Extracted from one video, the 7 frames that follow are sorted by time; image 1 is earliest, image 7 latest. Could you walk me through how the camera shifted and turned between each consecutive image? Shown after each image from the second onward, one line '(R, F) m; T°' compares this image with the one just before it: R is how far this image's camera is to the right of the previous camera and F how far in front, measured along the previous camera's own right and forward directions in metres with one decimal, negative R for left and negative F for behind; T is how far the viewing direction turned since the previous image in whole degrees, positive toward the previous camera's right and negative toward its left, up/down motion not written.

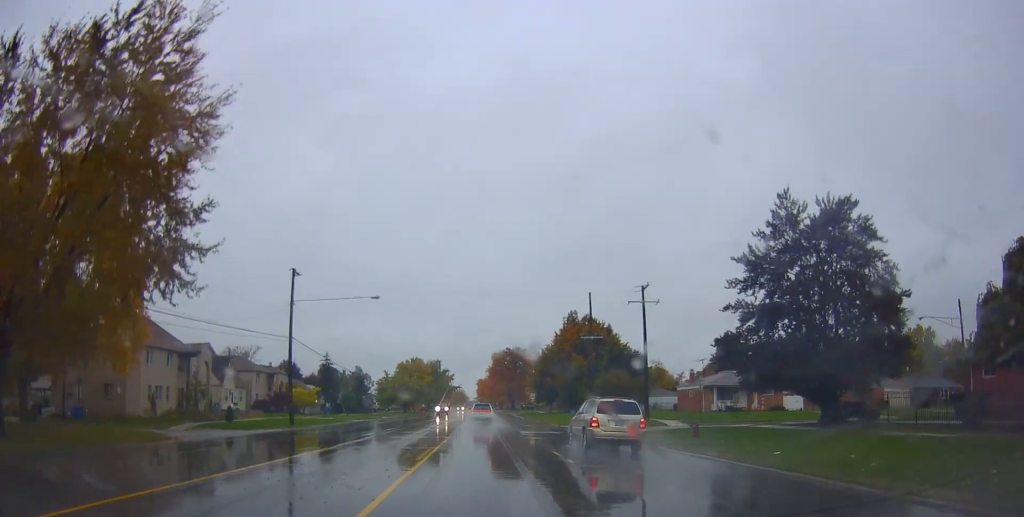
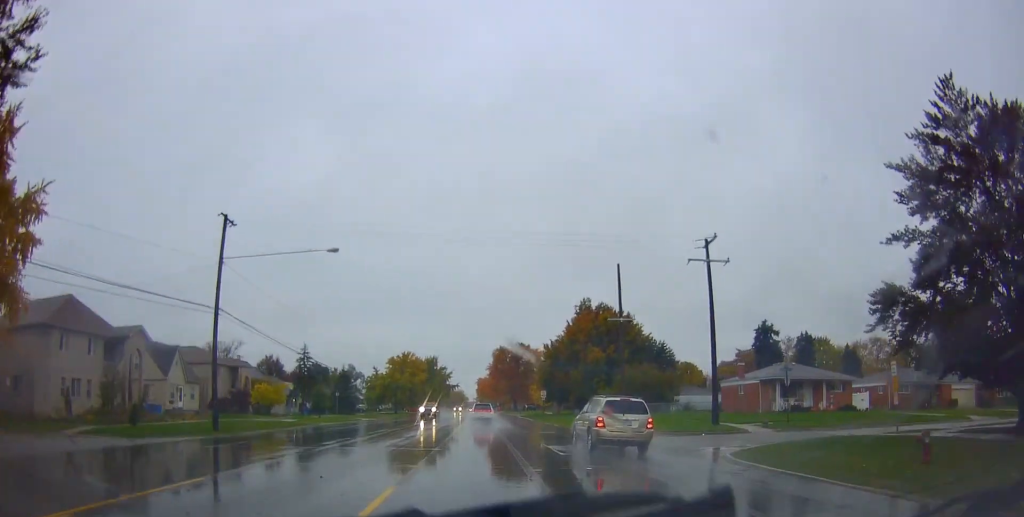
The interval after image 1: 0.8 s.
(-0.2, +13.5) m; -1°
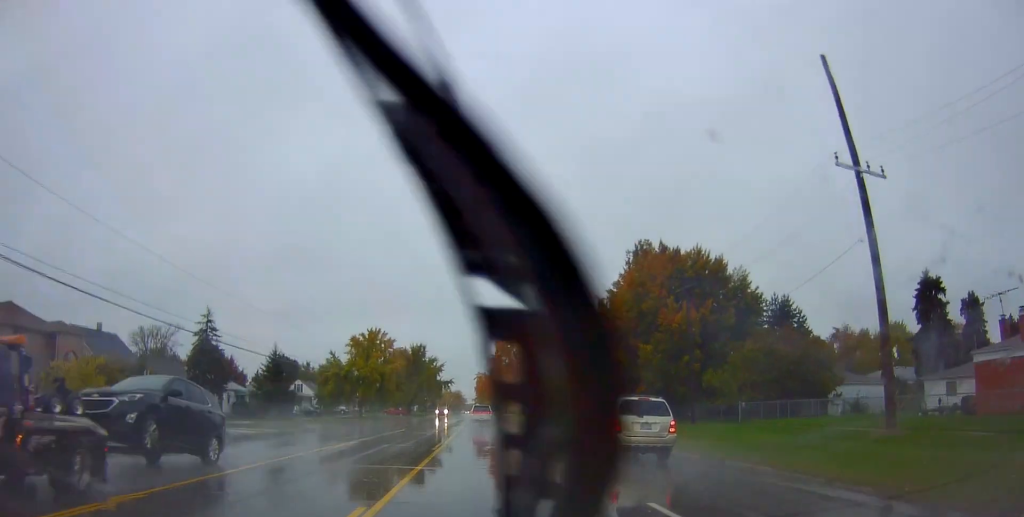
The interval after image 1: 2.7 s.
(+0.7, +35.2) m; +1°
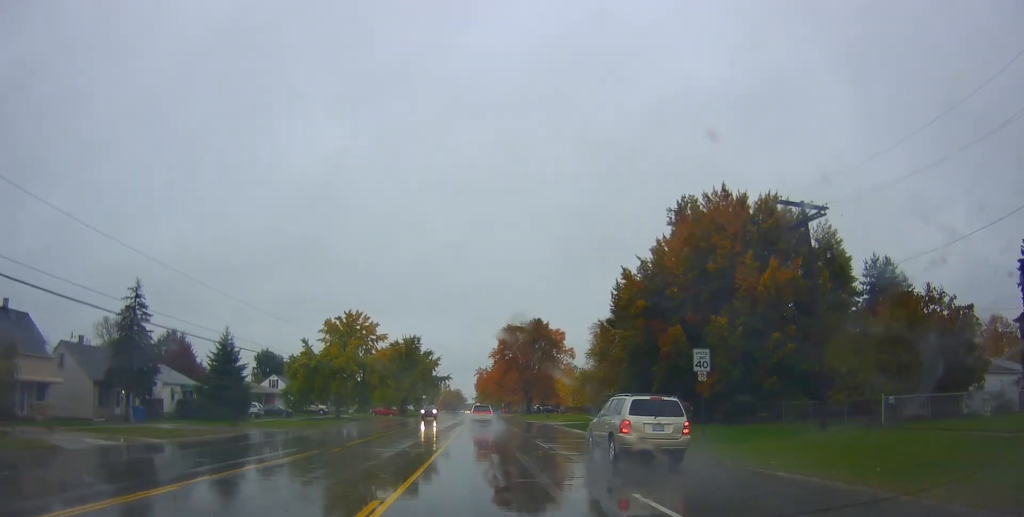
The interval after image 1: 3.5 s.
(-0.7, +14.2) m; 0°
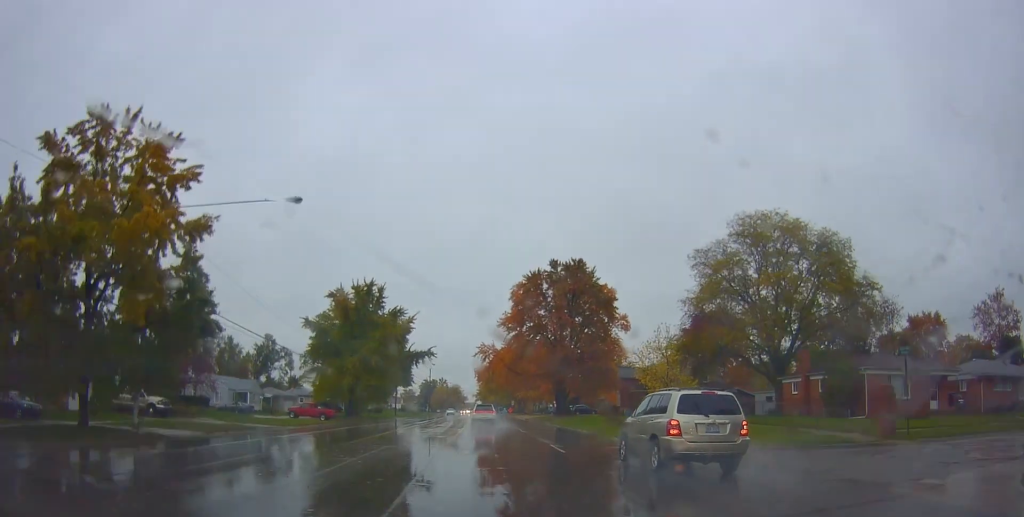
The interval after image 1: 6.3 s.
(+0.3, +48.5) m; 0°
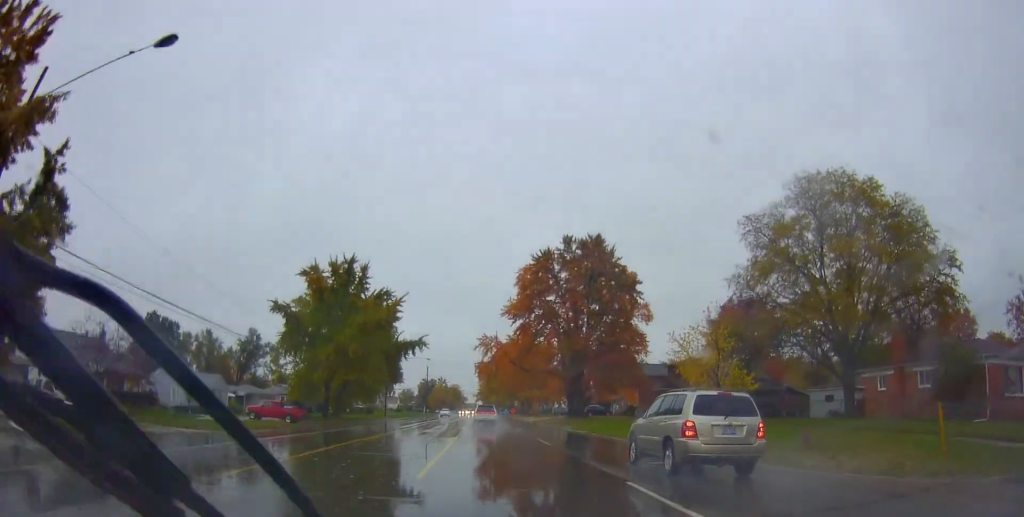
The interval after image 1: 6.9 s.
(+0.1, +11.2) m; +1°
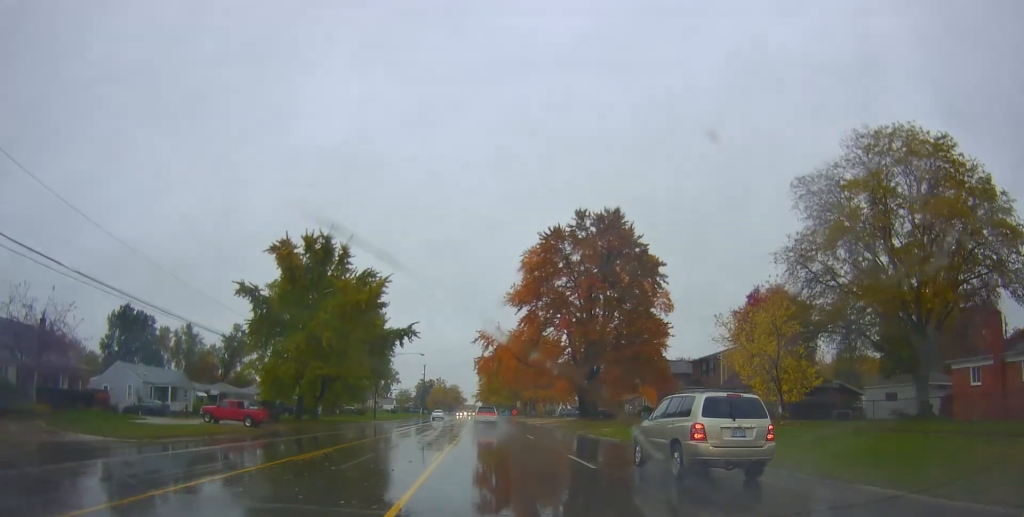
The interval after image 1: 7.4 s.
(+0.3, +8.8) m; +1°
